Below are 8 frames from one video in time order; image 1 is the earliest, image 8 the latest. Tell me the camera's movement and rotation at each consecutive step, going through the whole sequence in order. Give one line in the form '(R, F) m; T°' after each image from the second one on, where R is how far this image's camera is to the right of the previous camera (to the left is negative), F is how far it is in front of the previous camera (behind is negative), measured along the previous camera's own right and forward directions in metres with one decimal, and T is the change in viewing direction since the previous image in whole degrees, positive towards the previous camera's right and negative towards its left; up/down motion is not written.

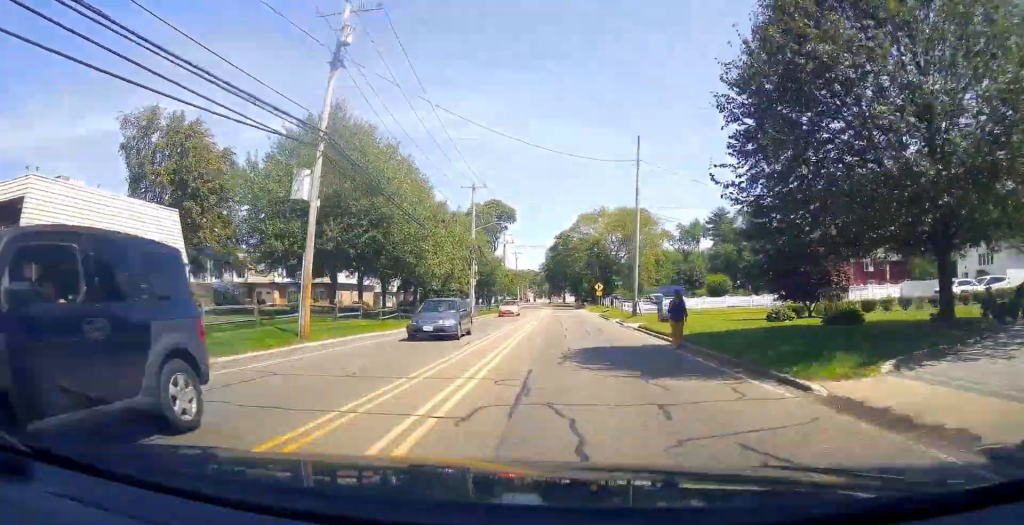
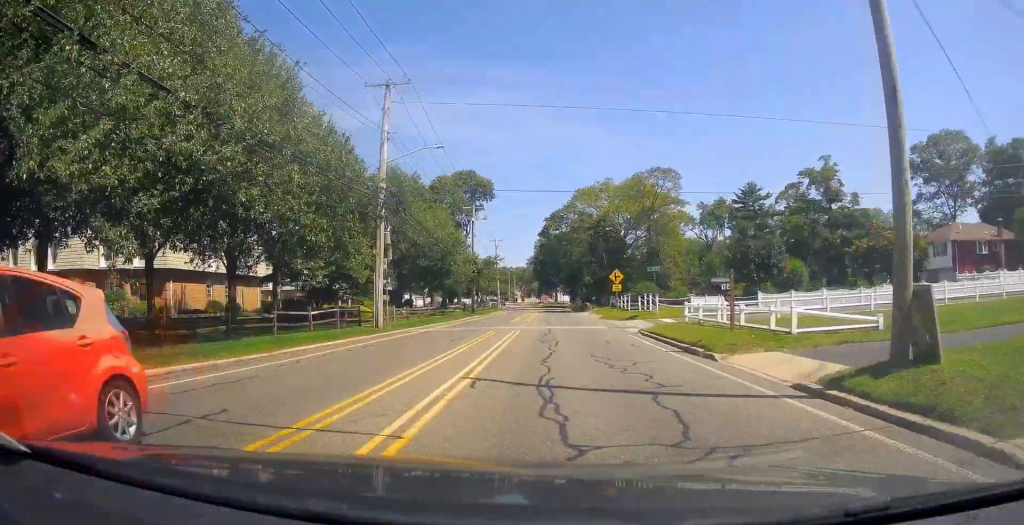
(+0.1, +27.3) m; +2°
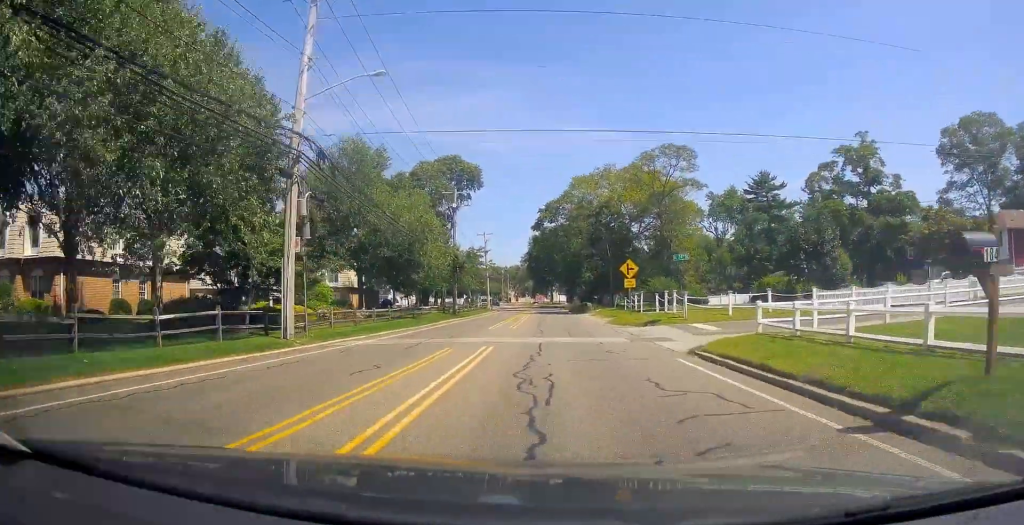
(+0.3, +9.3) m; +2°
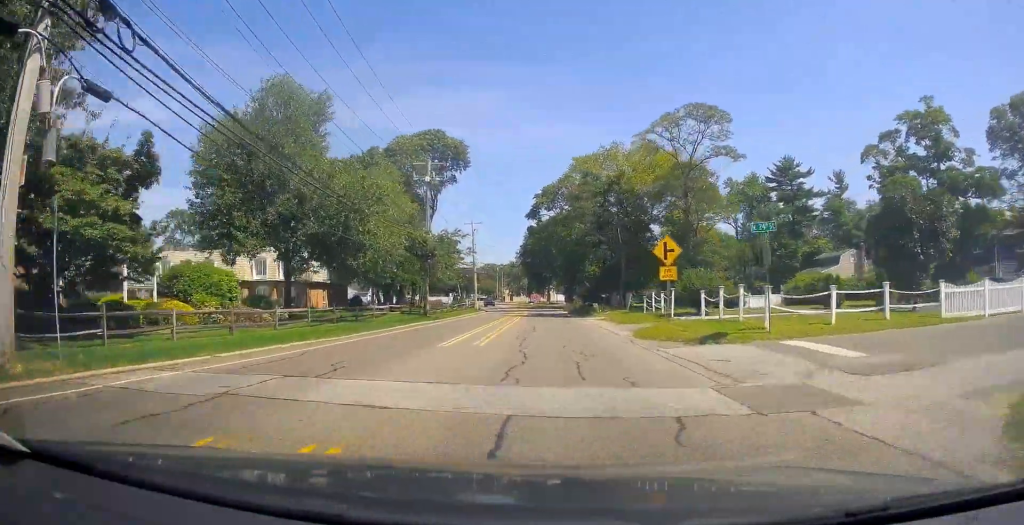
(+0.2, +11.2) m; -1°
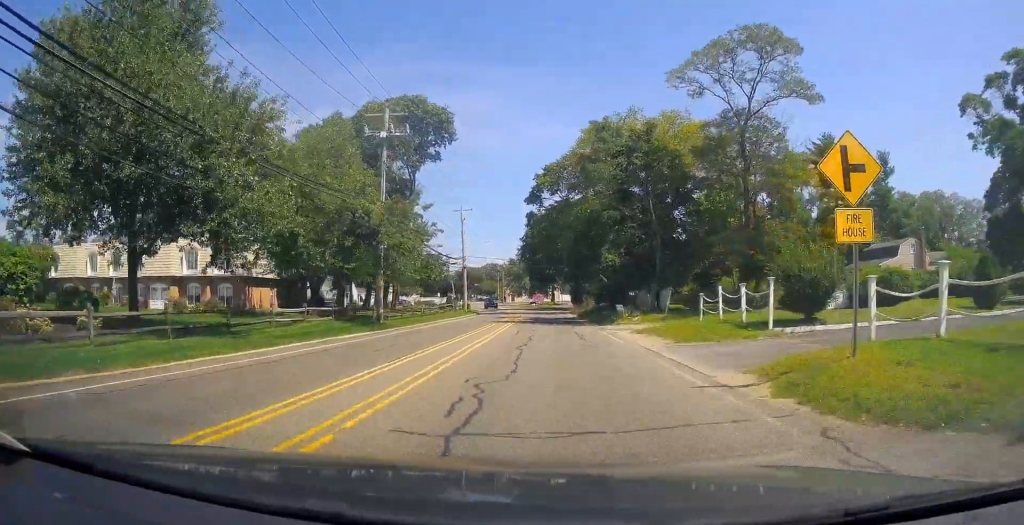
(+0.1, +12.3) m; -3°
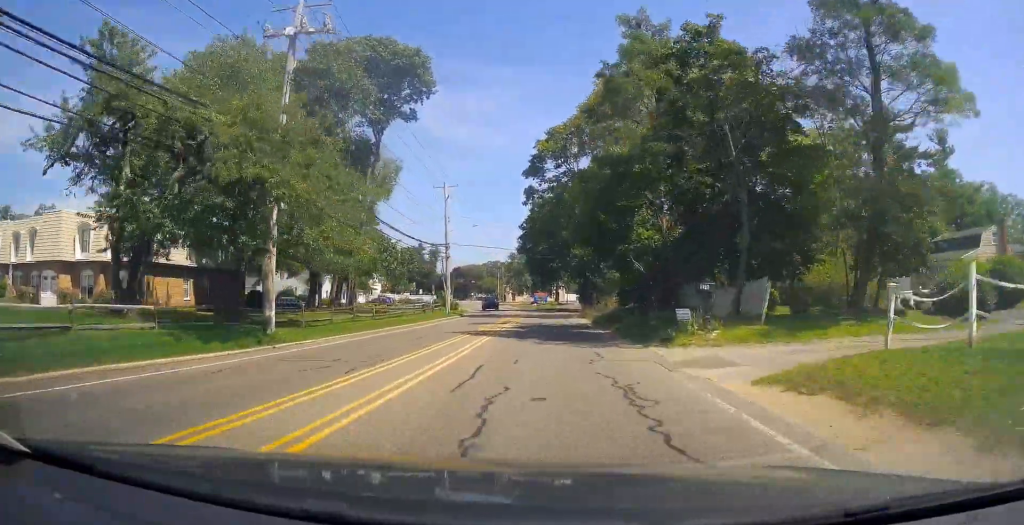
(-1.7, +12.2) m; +2°
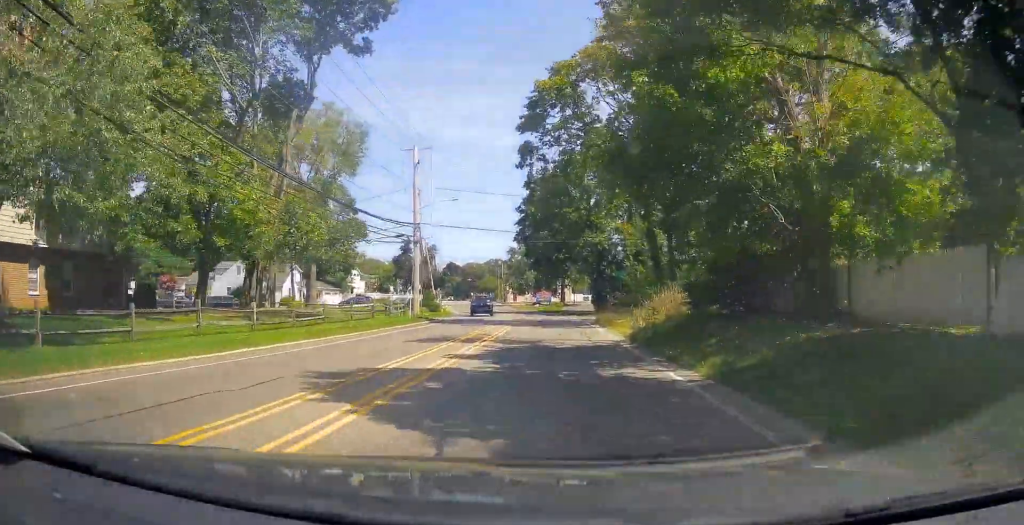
(+2.3, +14.9) m; +5°
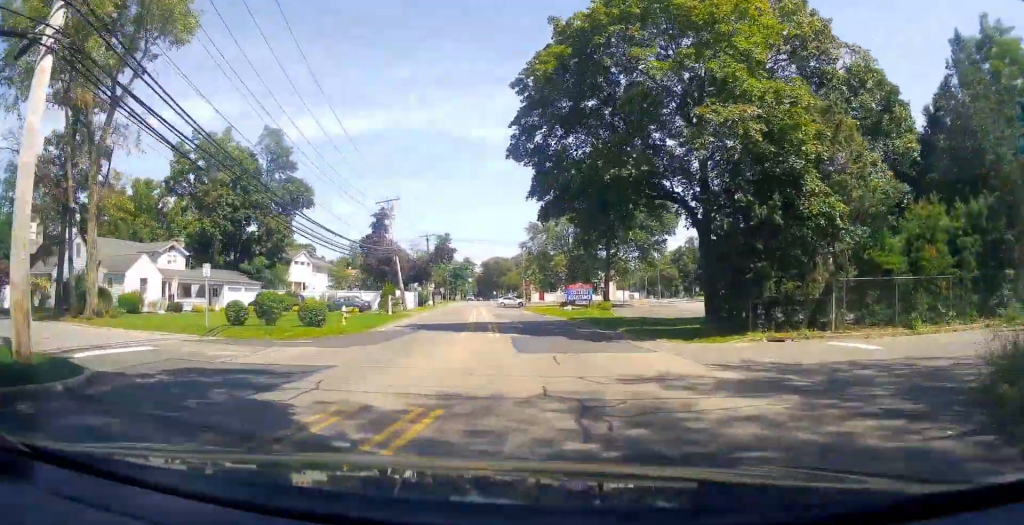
(-2.4, +35.8) m; -9°
